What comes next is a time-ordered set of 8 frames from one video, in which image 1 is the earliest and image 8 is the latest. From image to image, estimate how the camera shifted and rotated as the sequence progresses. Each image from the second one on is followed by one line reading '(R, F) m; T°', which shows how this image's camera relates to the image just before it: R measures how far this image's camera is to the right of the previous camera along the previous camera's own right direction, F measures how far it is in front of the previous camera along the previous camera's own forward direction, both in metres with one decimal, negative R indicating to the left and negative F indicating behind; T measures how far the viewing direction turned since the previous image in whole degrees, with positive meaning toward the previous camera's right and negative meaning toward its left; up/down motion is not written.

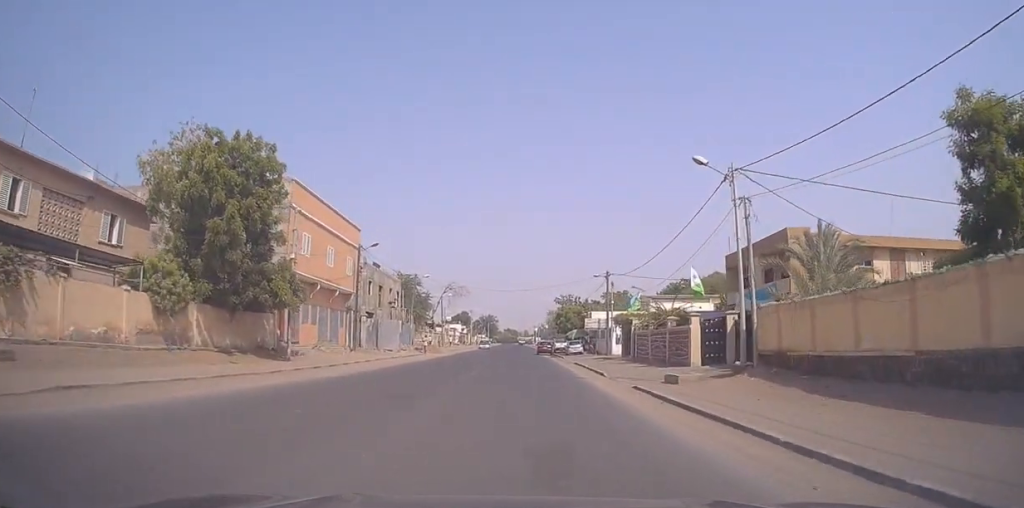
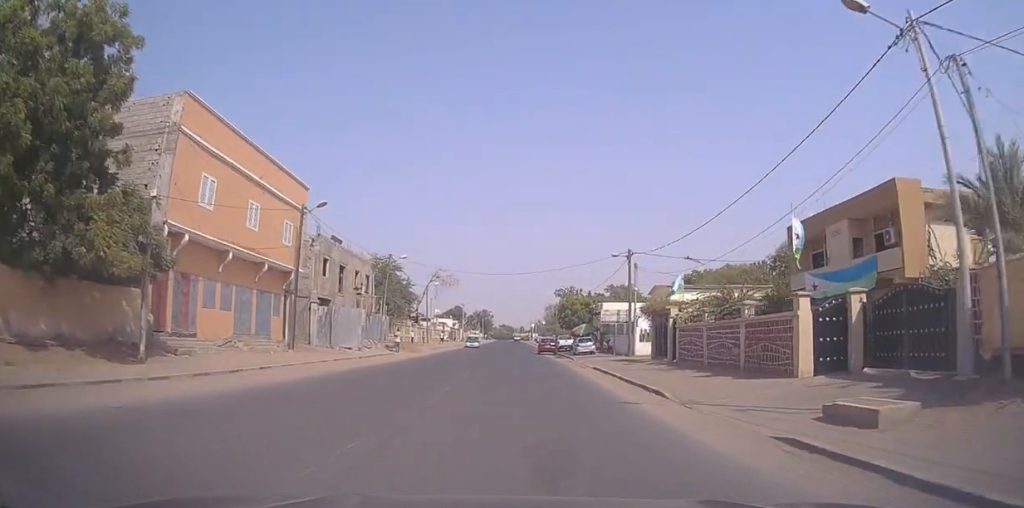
(-0.1, +11.4) m; -2°
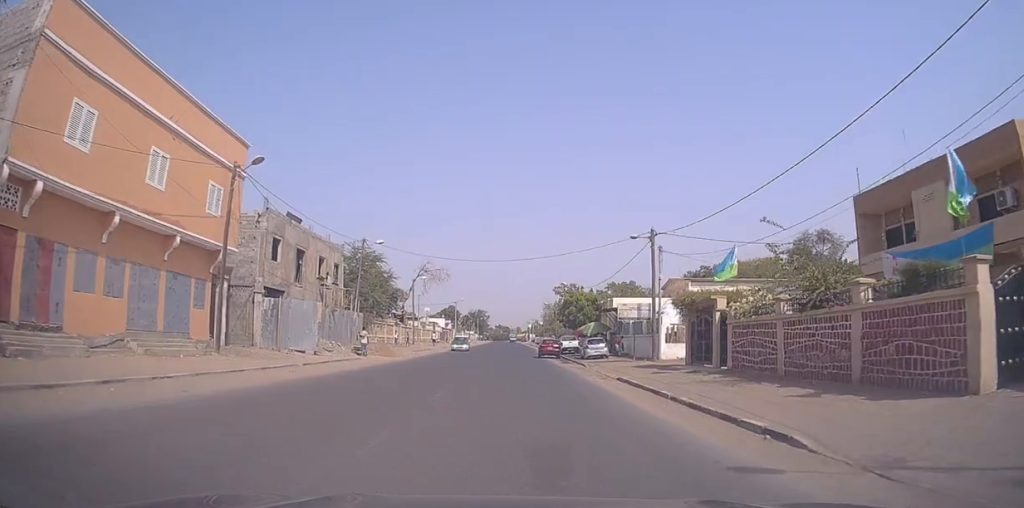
(-0.2, +8.0) m; +1°
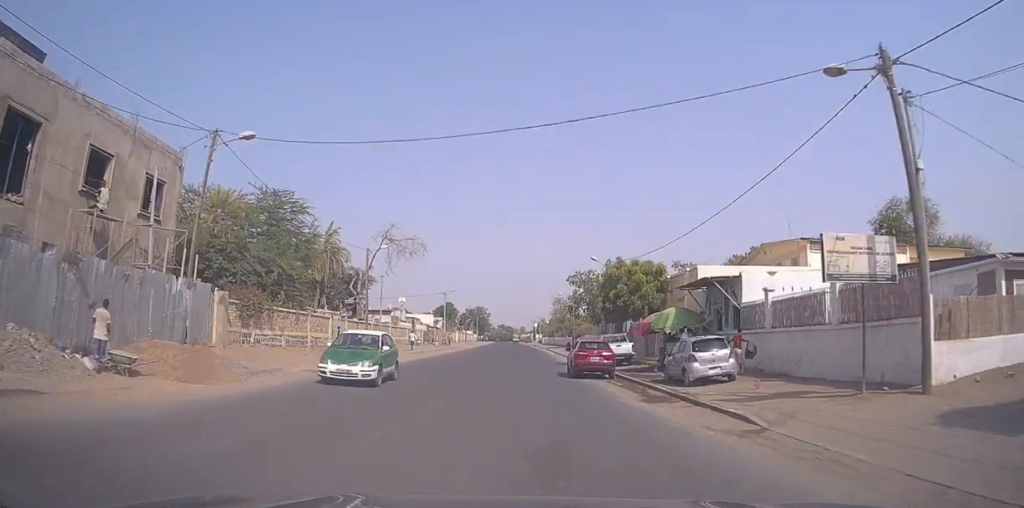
(+0.3, +23.3) m; -1°
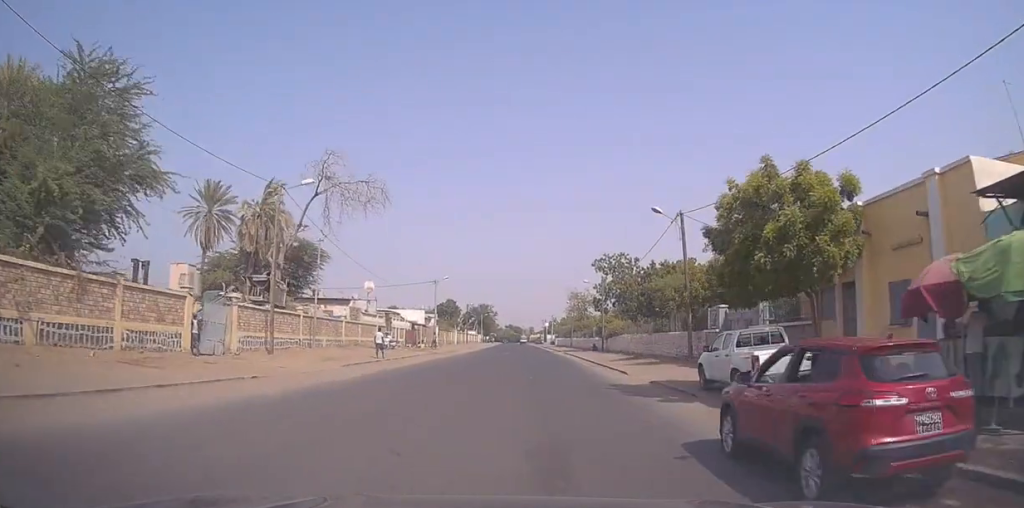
(-0.5, +19.5) m; 0°
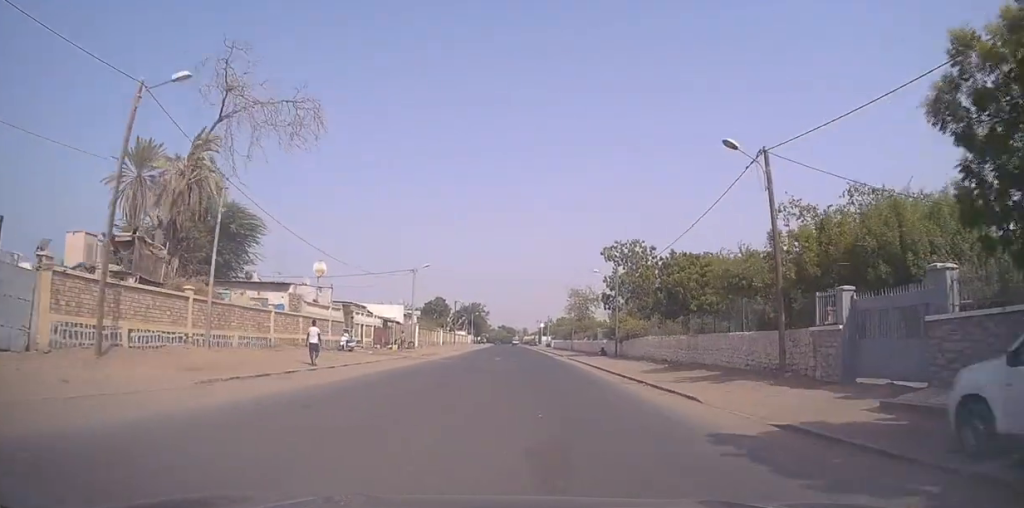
(+0.3, +11.6) m; +1°
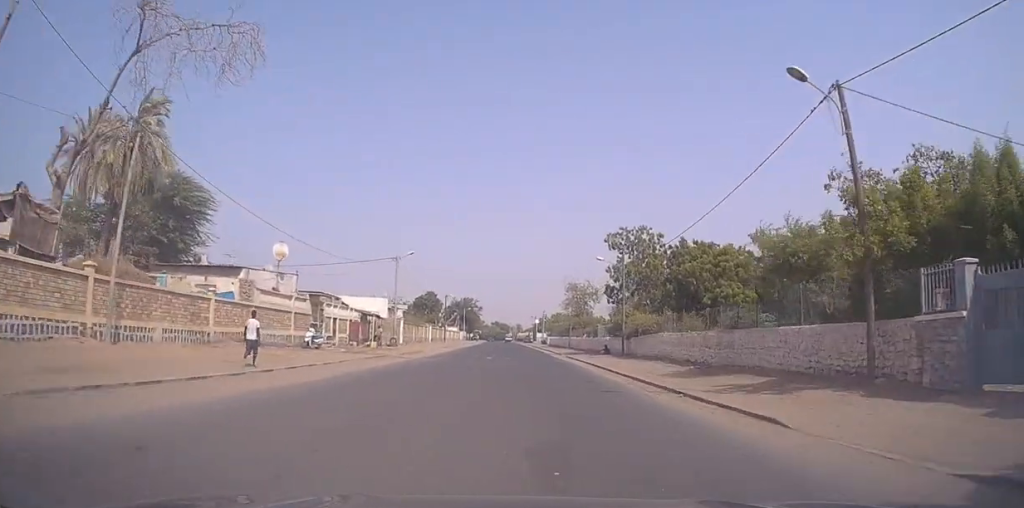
(0.0, +5.8) m; 0°
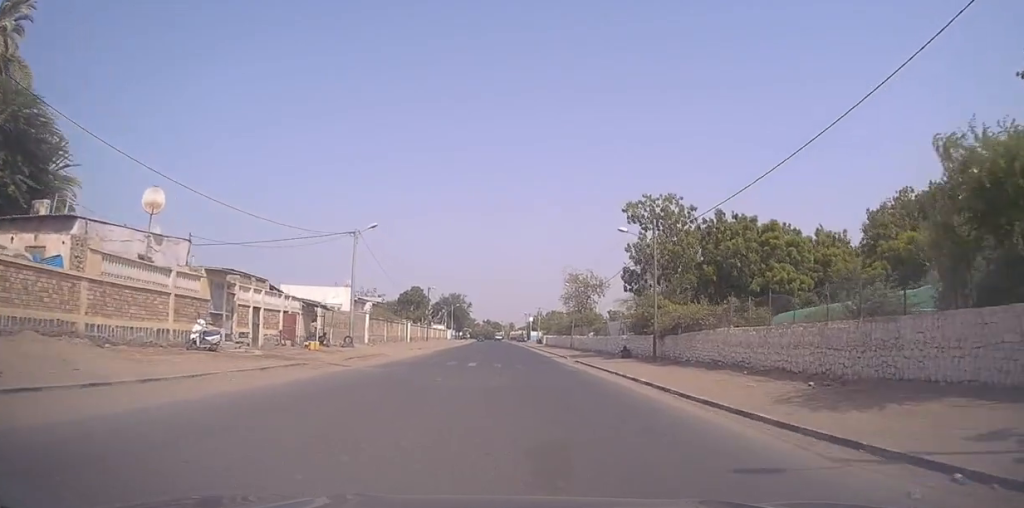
(0.0, +12.0) m; -1°
